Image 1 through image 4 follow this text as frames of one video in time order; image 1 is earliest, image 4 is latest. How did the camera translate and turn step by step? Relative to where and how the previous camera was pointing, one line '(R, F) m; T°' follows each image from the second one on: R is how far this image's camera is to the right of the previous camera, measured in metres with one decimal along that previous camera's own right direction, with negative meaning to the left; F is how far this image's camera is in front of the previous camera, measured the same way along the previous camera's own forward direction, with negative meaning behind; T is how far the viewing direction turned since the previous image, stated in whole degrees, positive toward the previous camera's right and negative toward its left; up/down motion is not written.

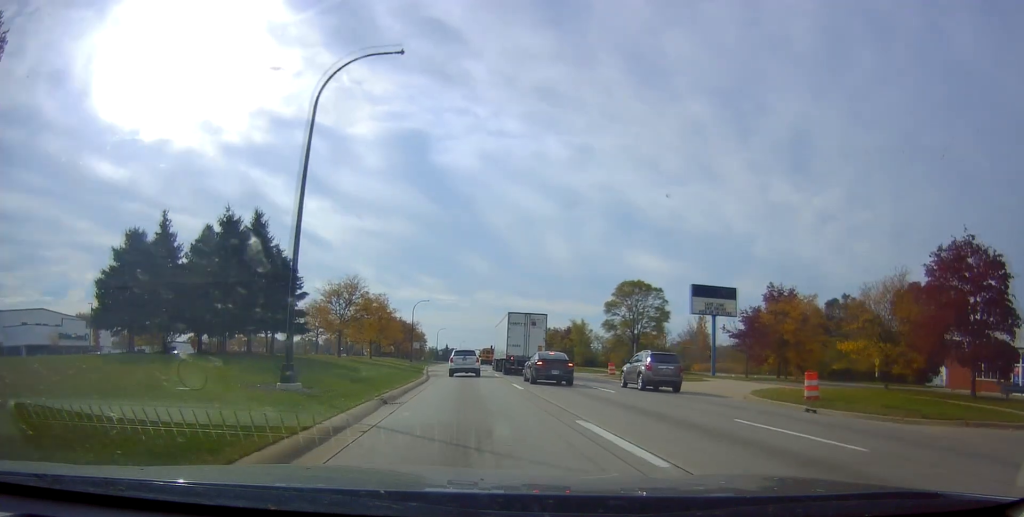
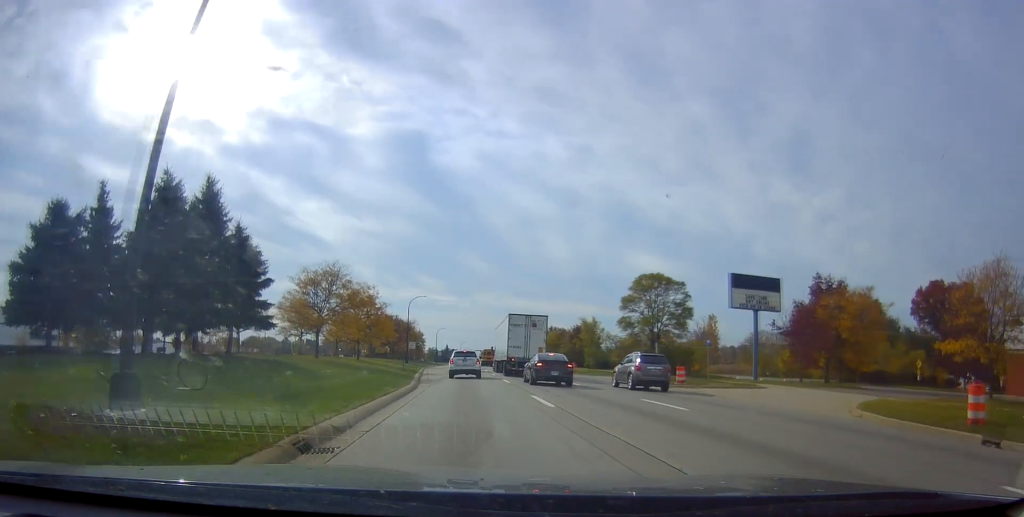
(+0.2, +7.9) m; -2°
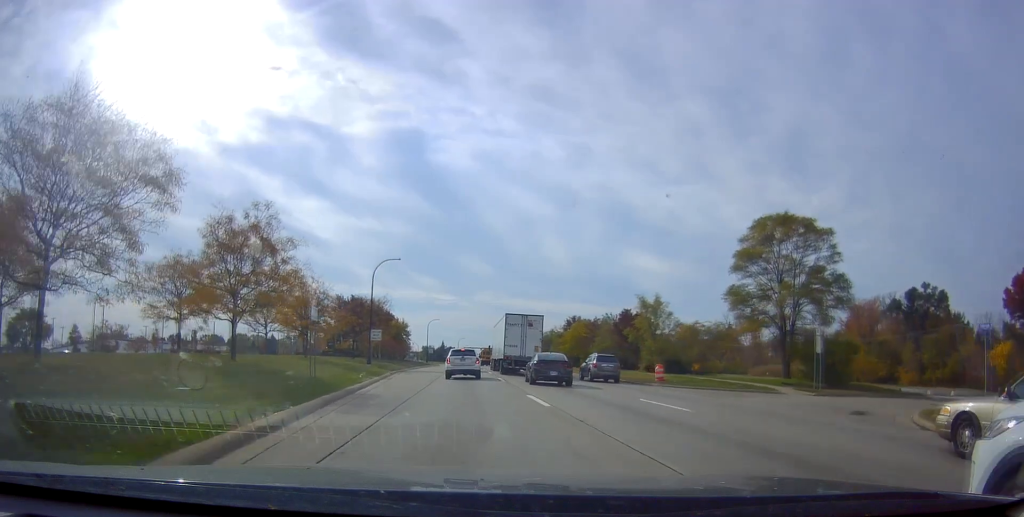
(+0.2, +28.9) m; +4°
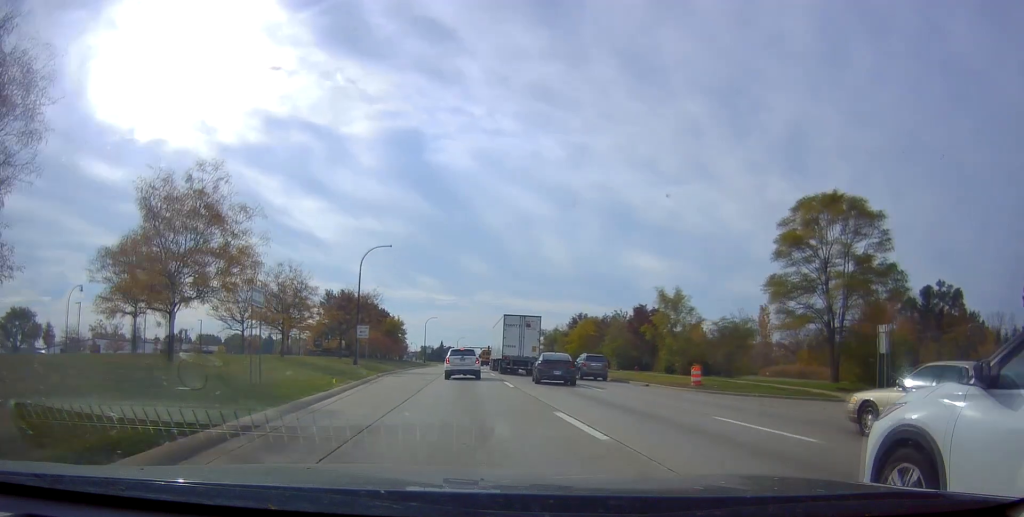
(0.0, +6.0) m; 0°
